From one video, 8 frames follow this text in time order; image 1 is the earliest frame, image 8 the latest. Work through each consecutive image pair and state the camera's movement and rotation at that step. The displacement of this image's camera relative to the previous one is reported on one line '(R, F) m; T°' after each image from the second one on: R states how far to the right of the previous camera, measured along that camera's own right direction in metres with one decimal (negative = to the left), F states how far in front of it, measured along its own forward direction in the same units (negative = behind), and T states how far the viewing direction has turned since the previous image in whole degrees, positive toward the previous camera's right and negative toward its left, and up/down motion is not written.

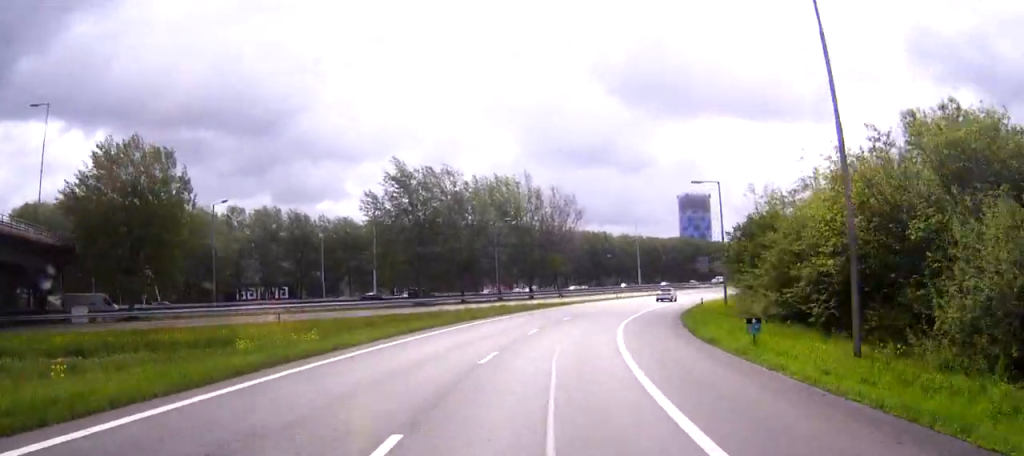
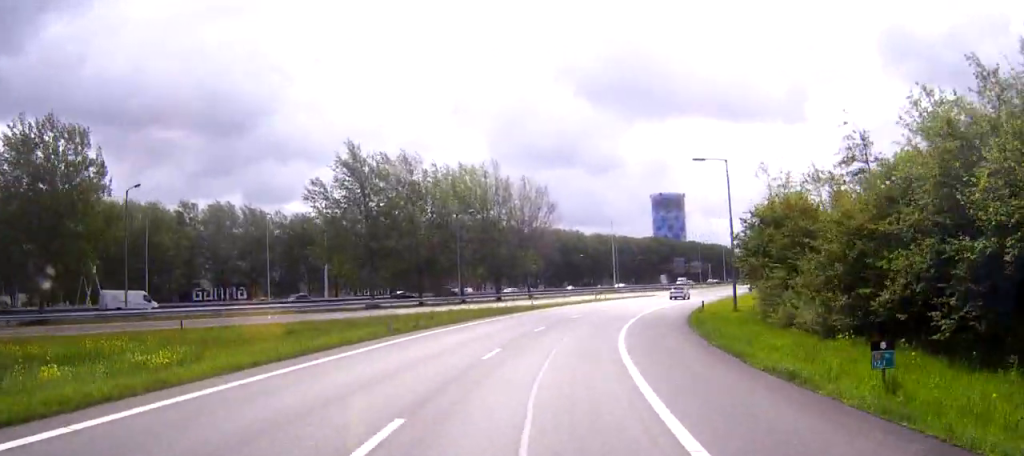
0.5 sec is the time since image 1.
(+0.2, +8.6) m; +2°
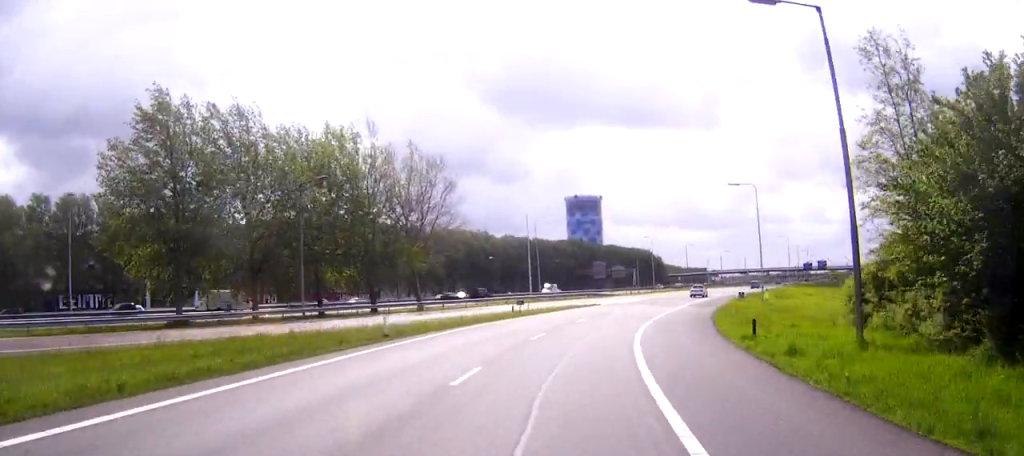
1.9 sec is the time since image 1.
(+0.6, +21.8) m; +2°
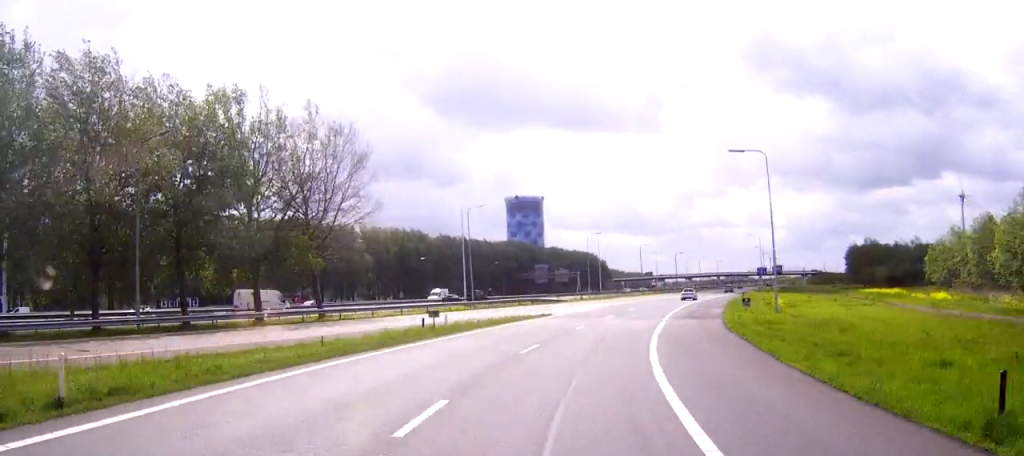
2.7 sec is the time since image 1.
(0.0, +15.8) m; 0°
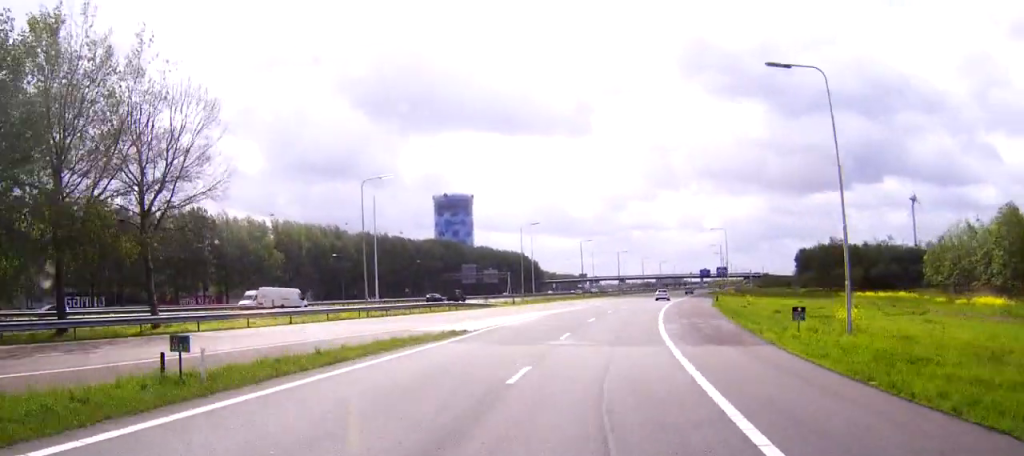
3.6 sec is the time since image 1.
(0.0, +17.9) m; 0°
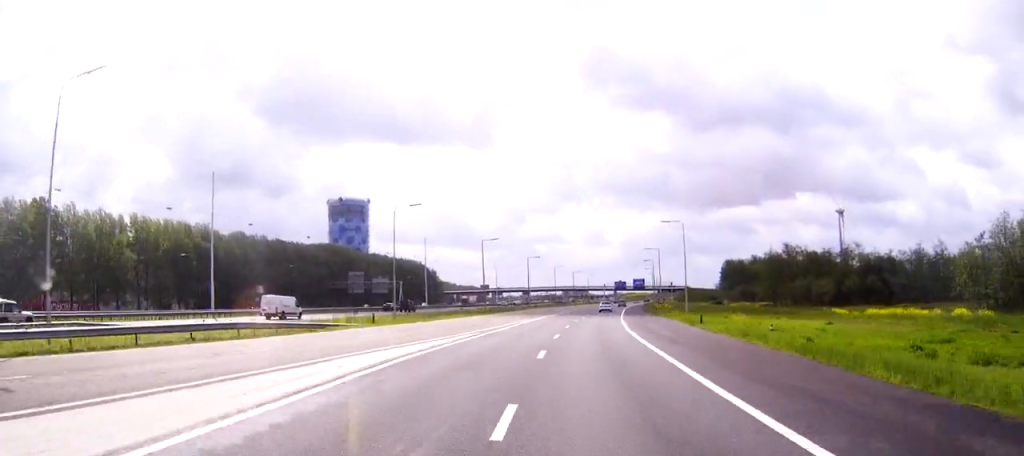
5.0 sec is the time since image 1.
(+0.1, +27.4) m; +3°
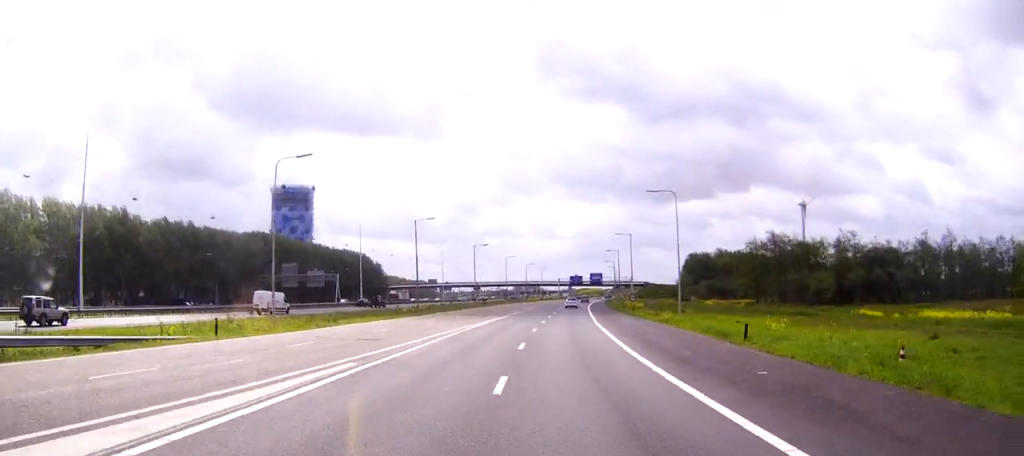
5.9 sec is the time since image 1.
(+0.5, +18.2) m; +7°
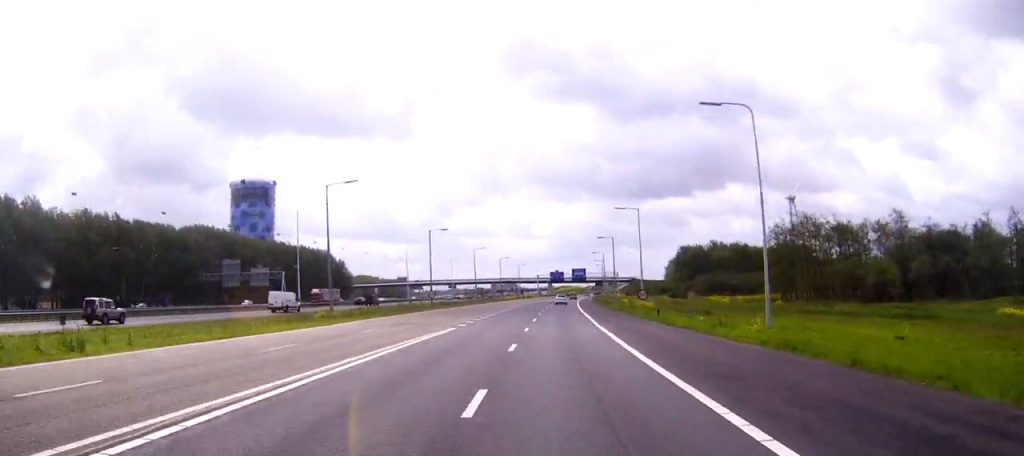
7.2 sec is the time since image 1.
(+2.5, +26.3) m; +6°
